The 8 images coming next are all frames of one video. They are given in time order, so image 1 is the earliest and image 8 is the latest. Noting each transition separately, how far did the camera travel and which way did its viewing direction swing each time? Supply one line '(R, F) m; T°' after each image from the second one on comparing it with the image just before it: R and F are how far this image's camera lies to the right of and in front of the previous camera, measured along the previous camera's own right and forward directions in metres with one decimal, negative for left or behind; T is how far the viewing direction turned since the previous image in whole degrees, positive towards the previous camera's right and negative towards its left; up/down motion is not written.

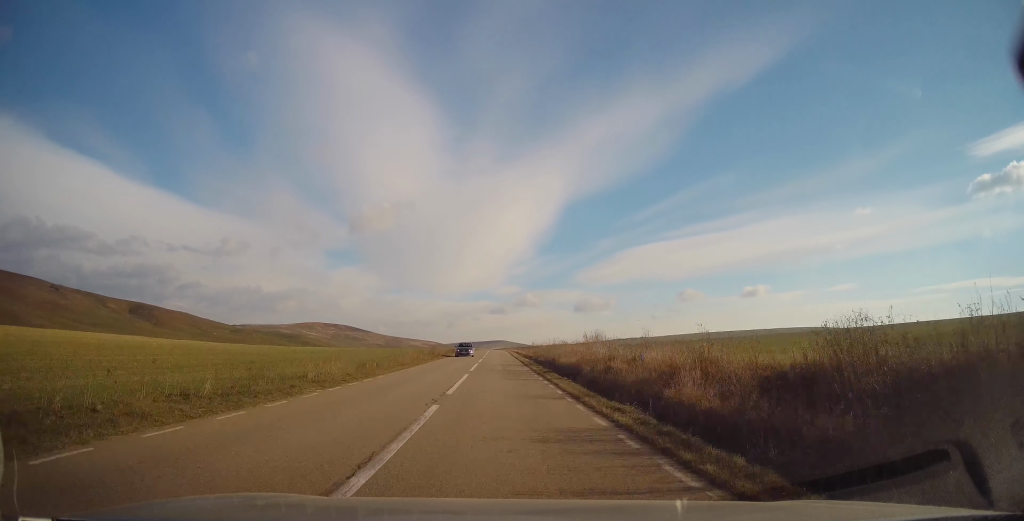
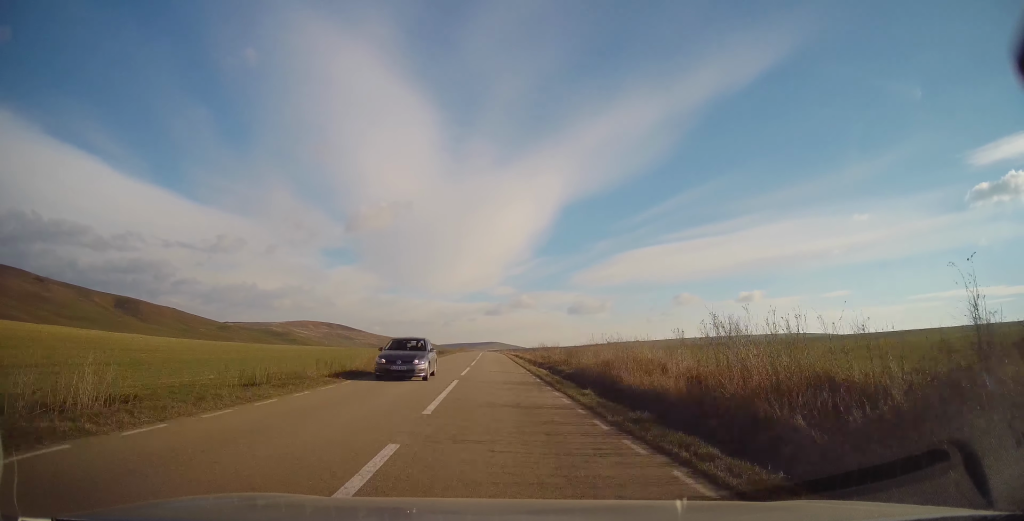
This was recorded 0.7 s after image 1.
(-0.1, +16.1) m; -1°
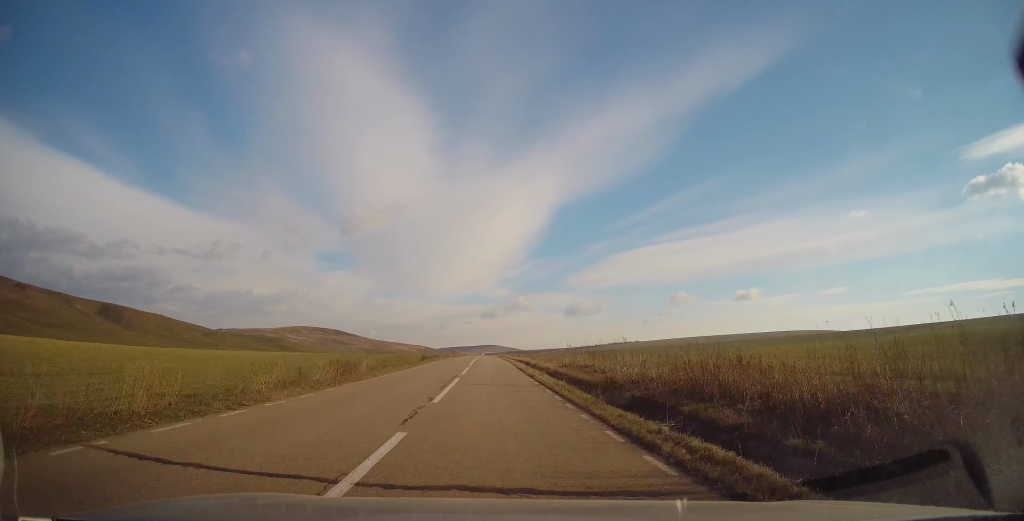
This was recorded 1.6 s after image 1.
(-0.2, +21.4) m; +1°
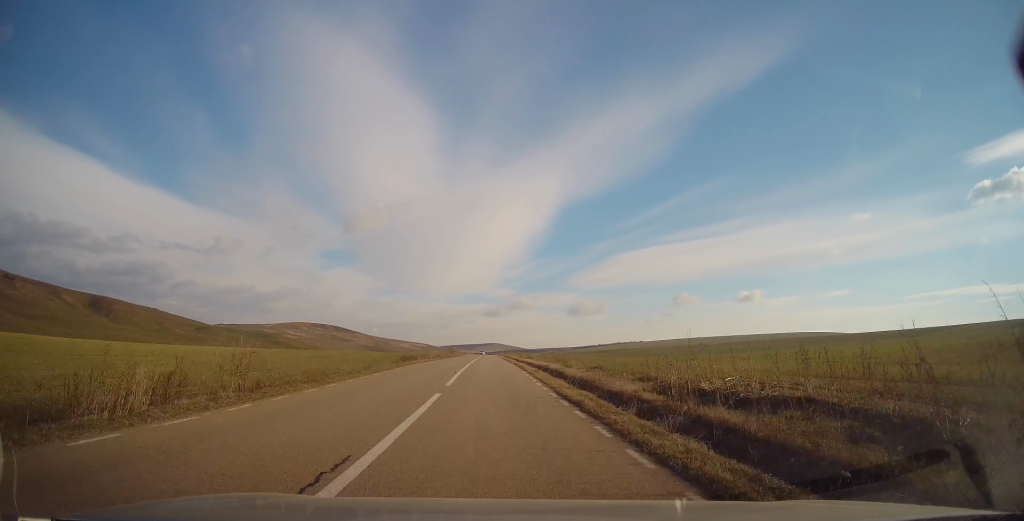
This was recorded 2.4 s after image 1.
(+0.4, +19.1) m; 0°
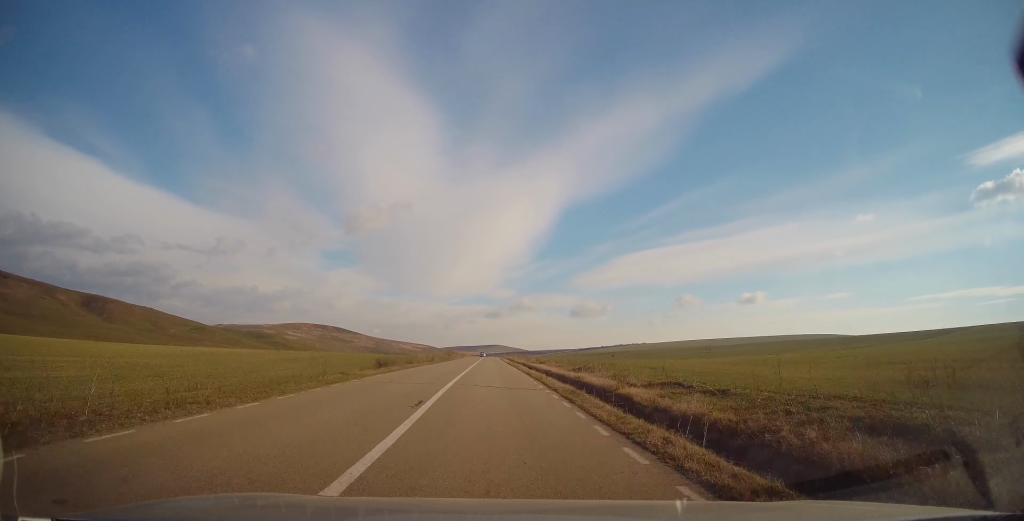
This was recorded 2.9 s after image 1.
(+0.1, +11.6) m; 0°
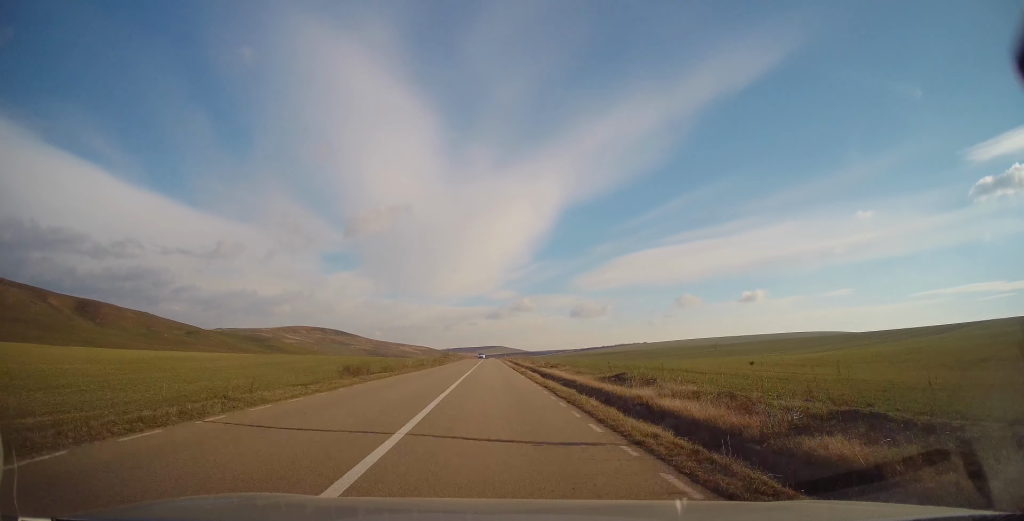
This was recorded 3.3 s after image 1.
(-0.3, +9.7) m; 0°
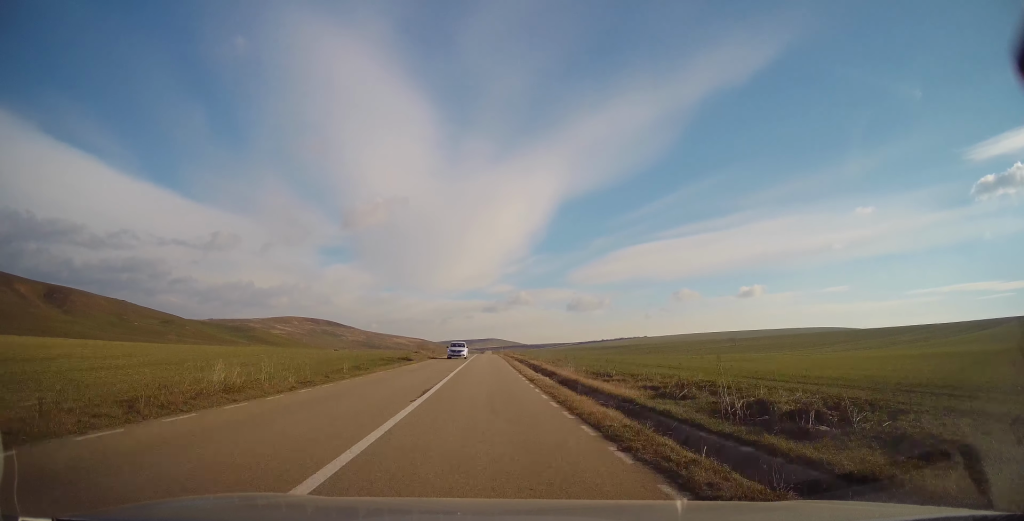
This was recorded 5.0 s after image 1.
(0.0, +38.7) m; 0°
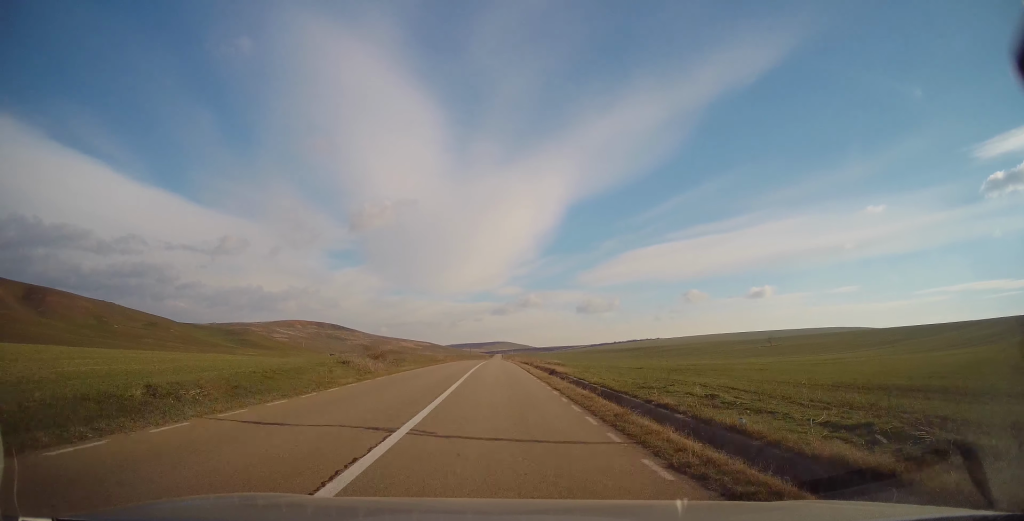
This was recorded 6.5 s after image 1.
(-0.5, +36.9) m; 0°
